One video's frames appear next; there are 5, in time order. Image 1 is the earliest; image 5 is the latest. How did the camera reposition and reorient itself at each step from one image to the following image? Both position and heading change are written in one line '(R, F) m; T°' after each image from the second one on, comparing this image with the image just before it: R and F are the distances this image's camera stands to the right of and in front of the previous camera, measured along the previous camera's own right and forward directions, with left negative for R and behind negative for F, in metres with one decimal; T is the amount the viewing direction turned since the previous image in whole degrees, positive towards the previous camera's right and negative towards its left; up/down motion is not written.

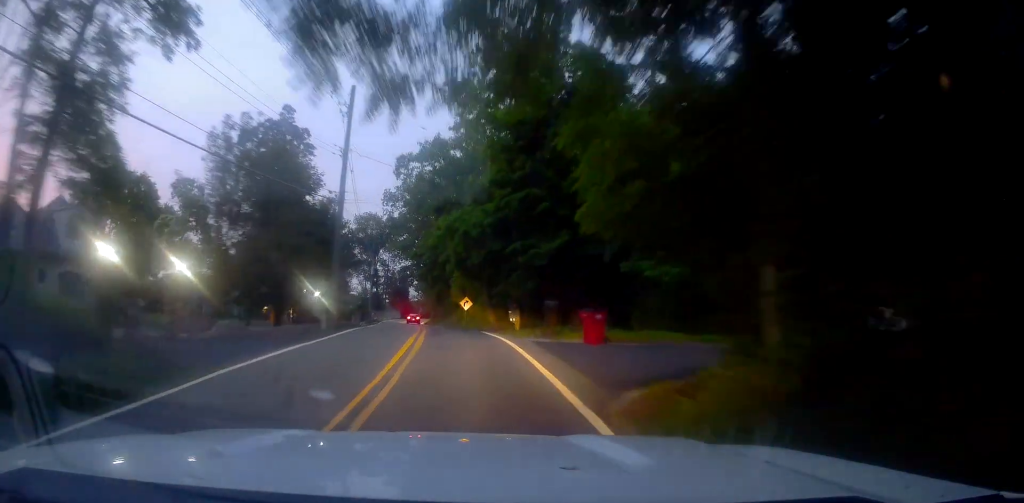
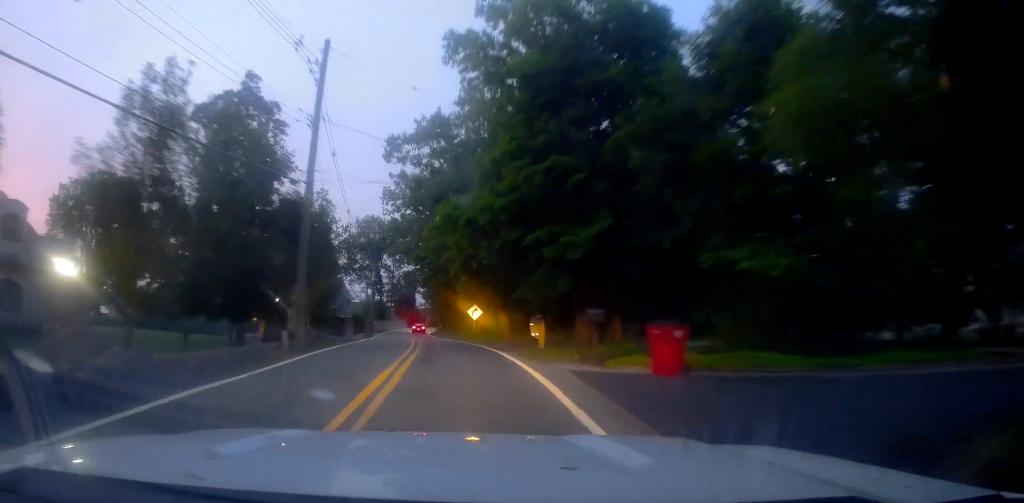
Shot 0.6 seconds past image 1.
(-0.2, +7.4) m; -1°
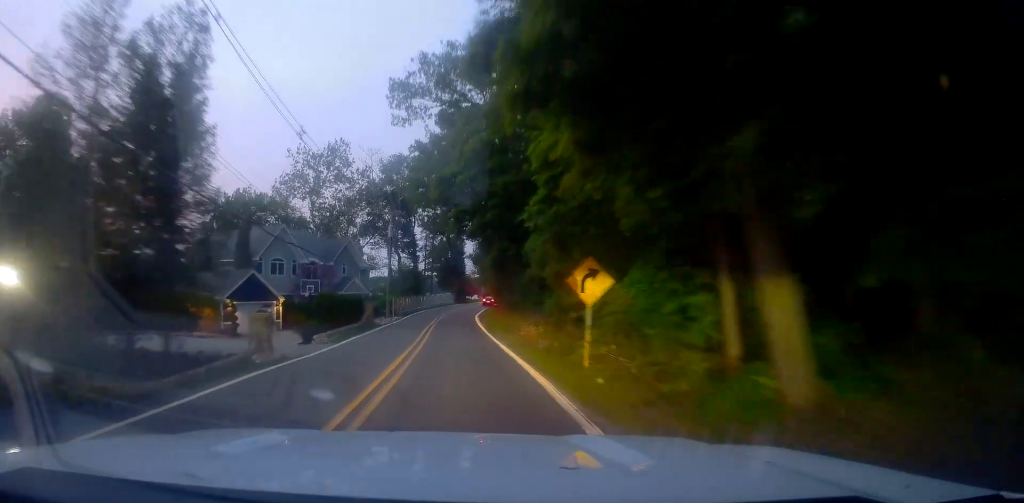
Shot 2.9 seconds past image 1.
(+1.2, +29.0) m; -2°
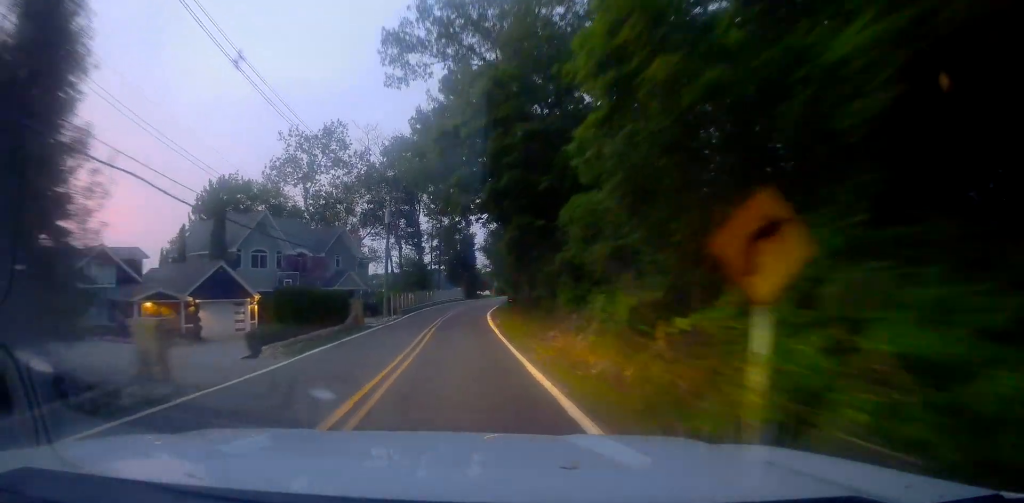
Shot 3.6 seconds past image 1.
(-0.3, +7.5) m; -4°
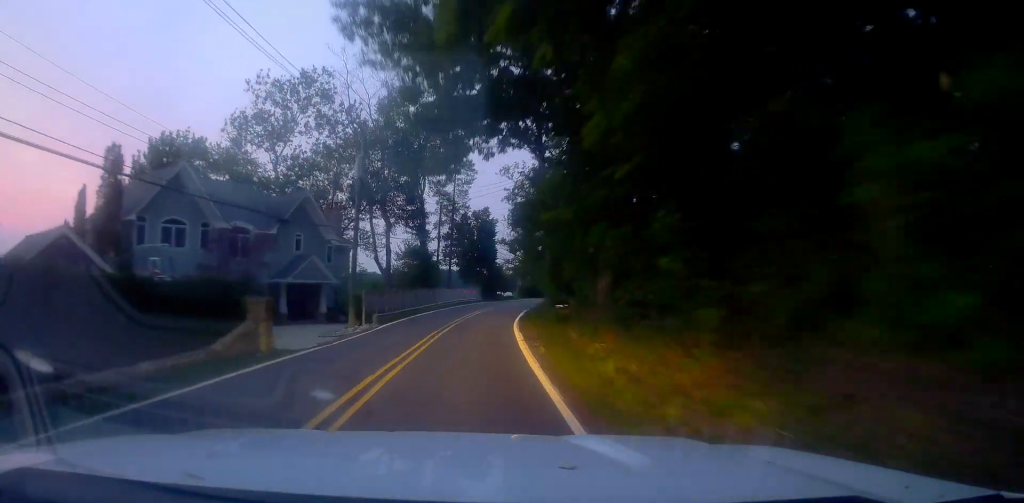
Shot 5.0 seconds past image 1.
(-0.2, +17.1) m; 0°
